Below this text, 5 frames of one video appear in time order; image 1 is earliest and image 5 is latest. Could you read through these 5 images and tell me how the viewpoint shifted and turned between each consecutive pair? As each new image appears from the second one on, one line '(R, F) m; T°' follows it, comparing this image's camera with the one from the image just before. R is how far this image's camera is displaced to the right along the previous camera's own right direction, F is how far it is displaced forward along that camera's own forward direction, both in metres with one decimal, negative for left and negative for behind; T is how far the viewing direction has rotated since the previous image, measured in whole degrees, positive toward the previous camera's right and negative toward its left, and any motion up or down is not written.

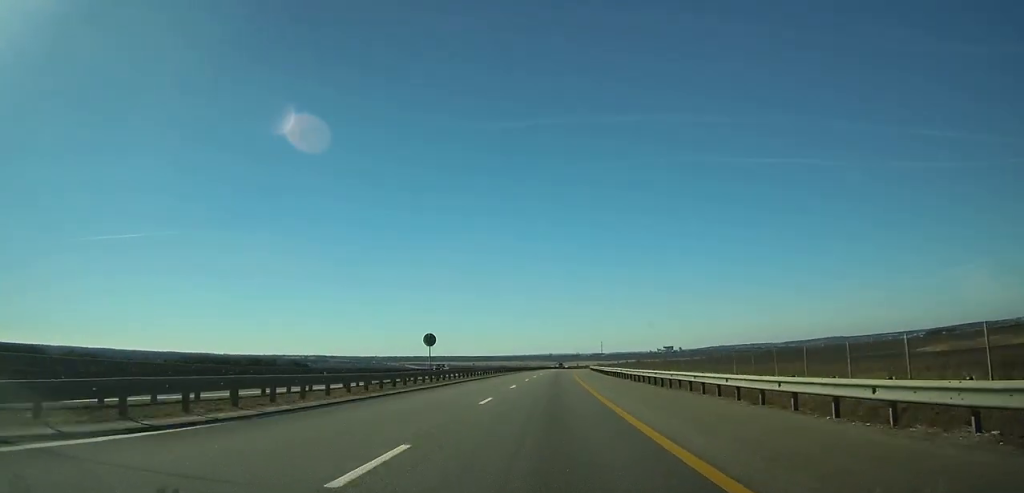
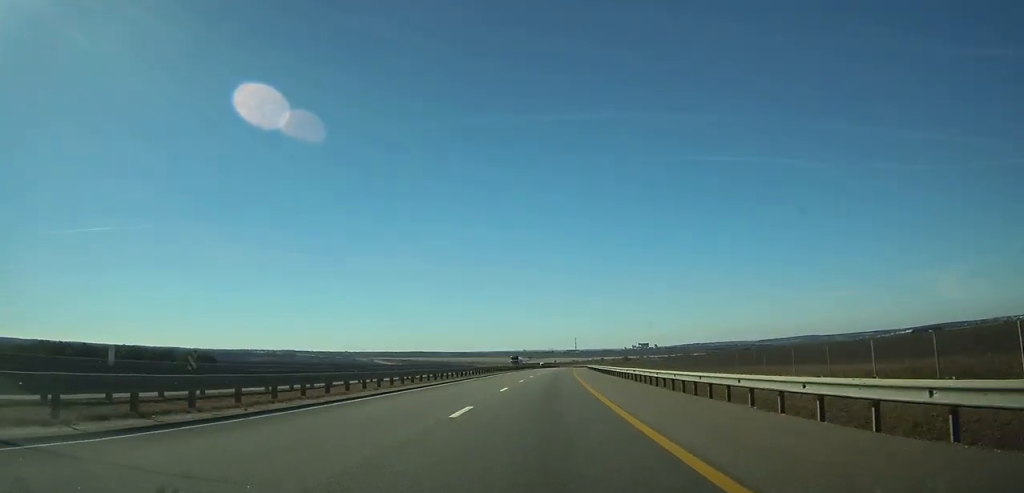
(+1.4, +86.6) m; +2°
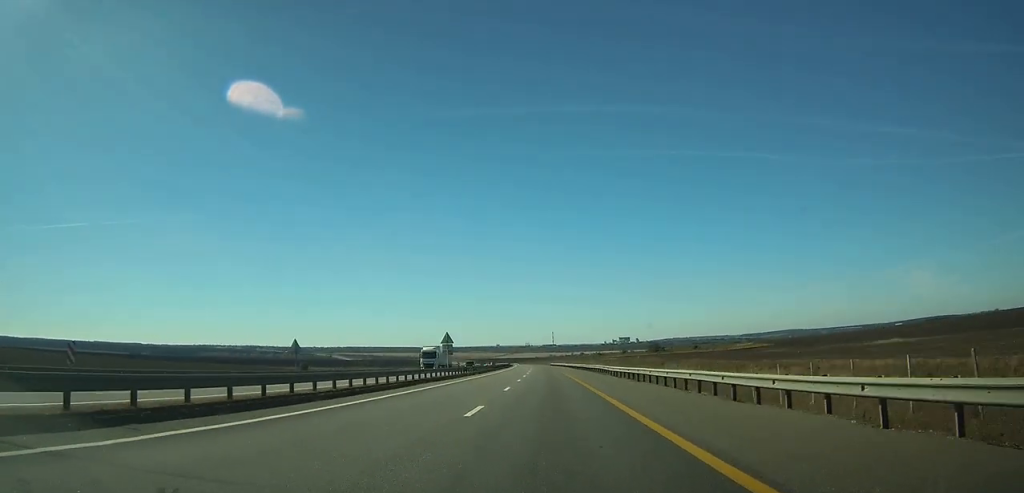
(+11.9, +234.4) m; +4°
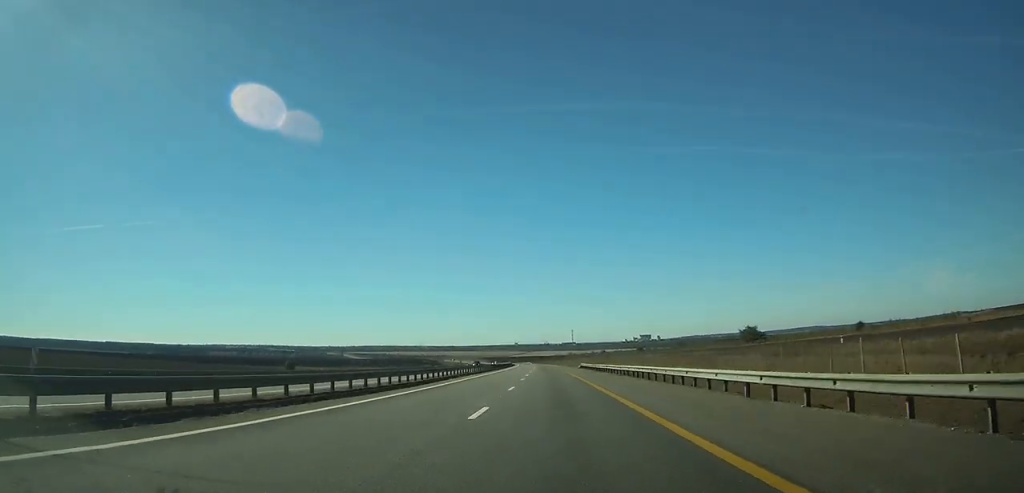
(-1.5, +94.4) m; -2°
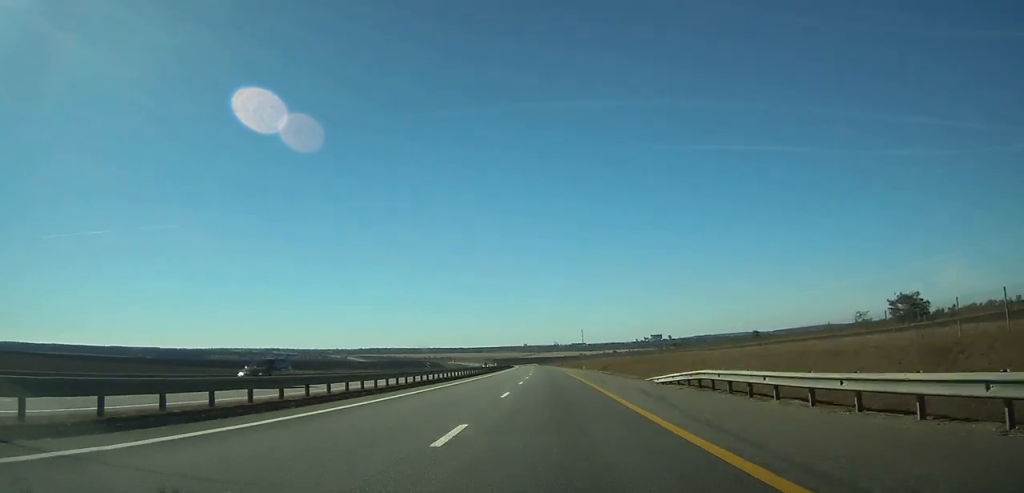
(-0.6, +61.9) m; -1°
